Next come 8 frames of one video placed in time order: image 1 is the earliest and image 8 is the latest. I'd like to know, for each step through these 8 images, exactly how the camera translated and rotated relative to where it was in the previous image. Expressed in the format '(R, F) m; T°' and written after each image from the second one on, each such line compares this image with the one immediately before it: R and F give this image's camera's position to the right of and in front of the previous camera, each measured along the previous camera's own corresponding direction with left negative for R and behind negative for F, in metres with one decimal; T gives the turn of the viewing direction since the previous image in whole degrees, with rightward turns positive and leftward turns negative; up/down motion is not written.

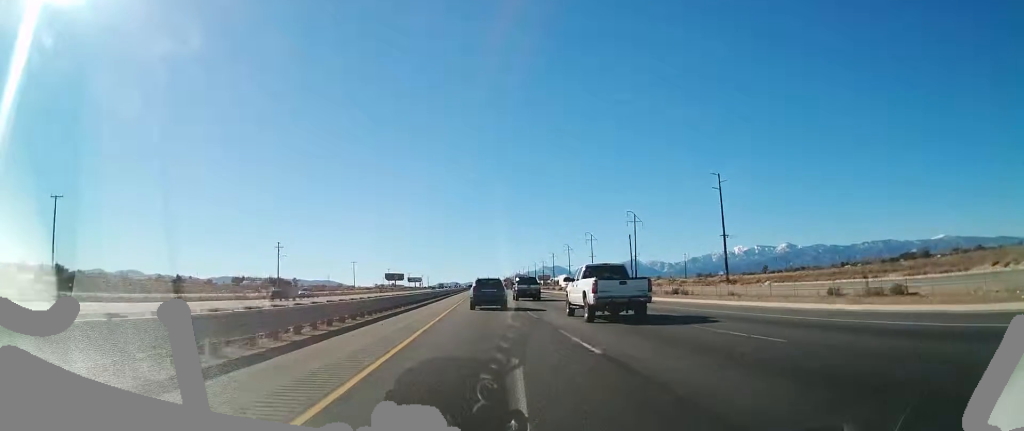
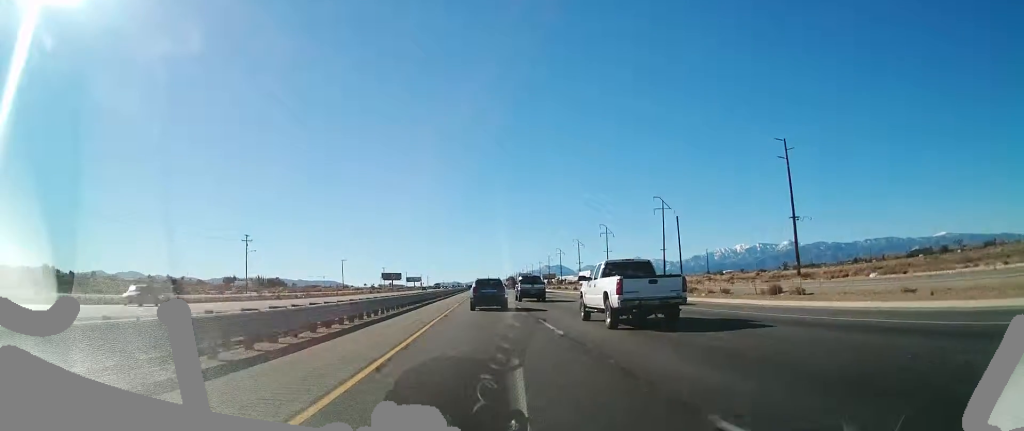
(-0.2, +24.8) m; 0°
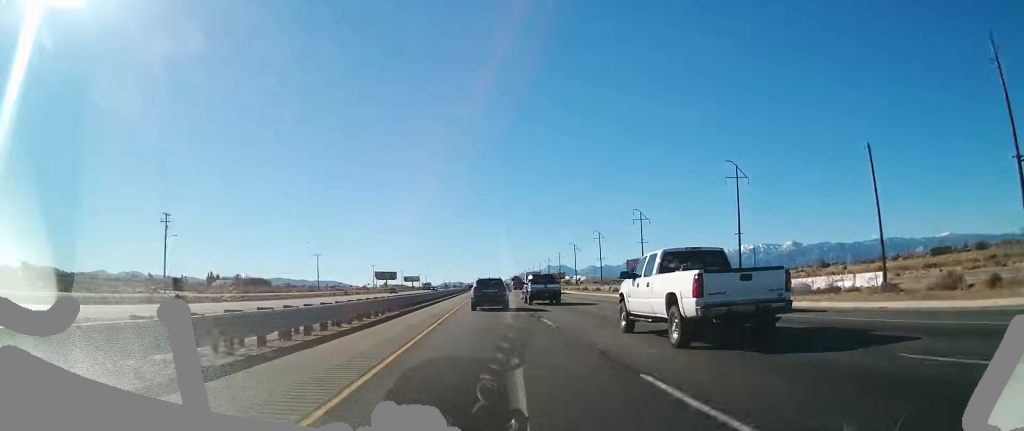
(-0.1, +41.4) m; 0°
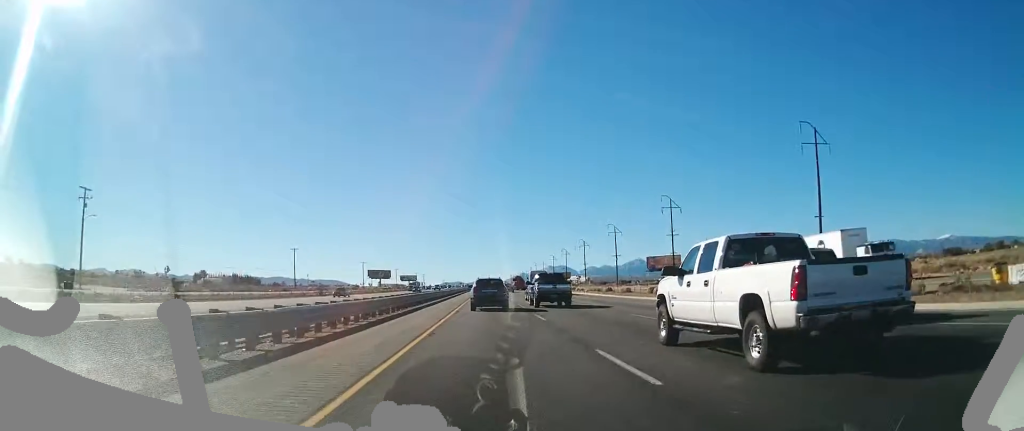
(0.0, +26.0) m; 0°
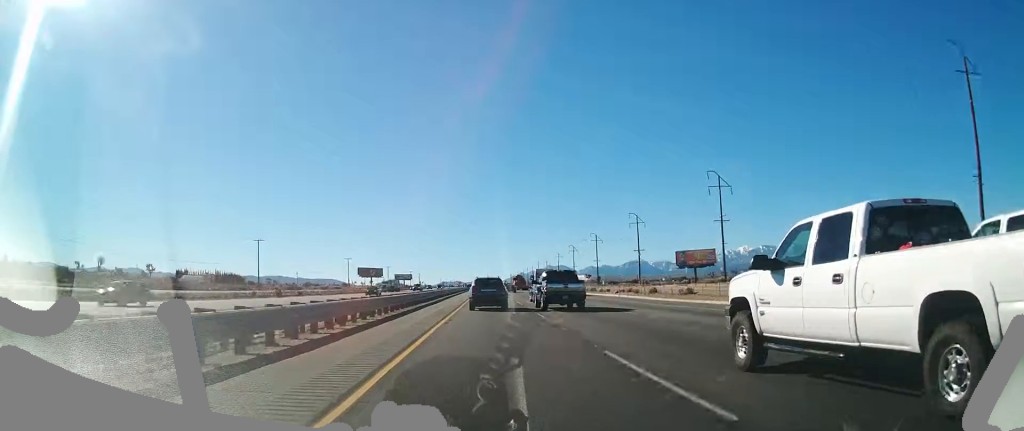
(+0.1, +29.5) m; 0°
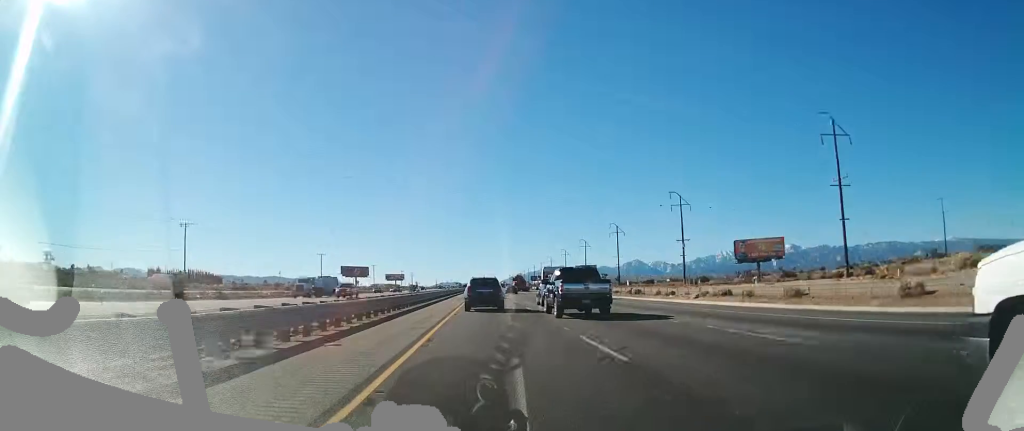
(-0.1, +38.9) m; -1°
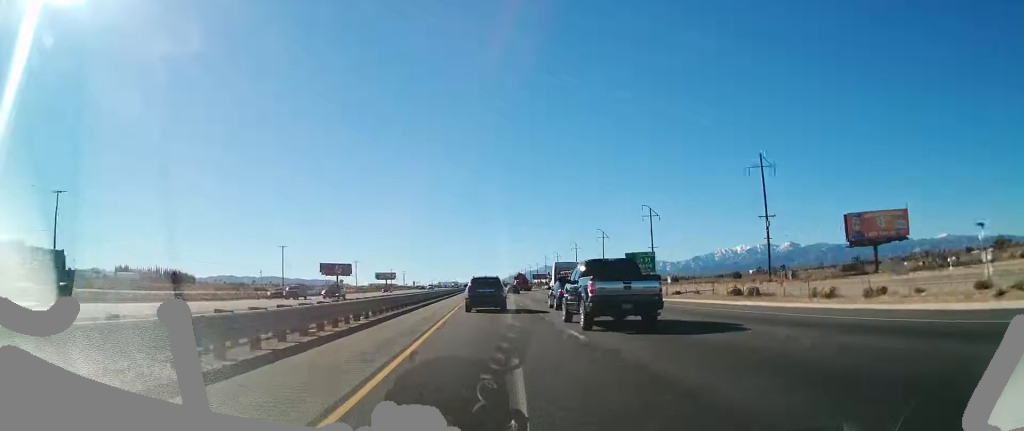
(-0.5, +40.1) m; 0°
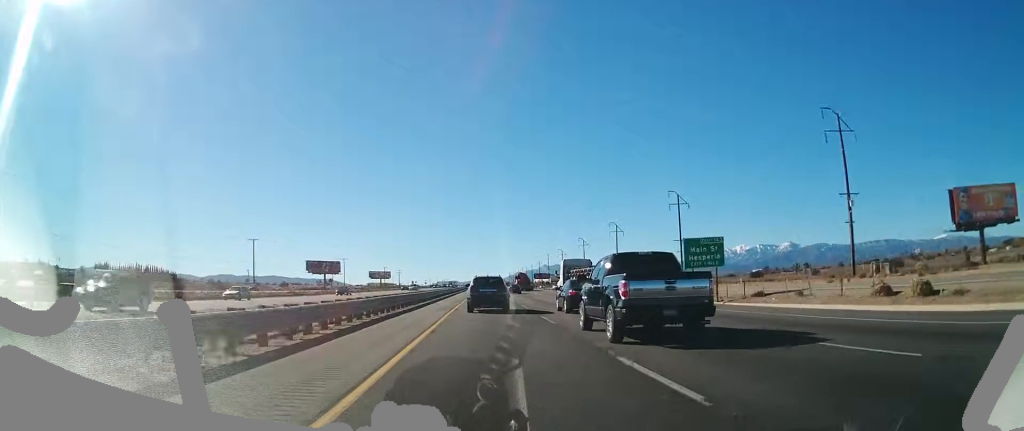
(+0.1, +22.4) m; 0°
